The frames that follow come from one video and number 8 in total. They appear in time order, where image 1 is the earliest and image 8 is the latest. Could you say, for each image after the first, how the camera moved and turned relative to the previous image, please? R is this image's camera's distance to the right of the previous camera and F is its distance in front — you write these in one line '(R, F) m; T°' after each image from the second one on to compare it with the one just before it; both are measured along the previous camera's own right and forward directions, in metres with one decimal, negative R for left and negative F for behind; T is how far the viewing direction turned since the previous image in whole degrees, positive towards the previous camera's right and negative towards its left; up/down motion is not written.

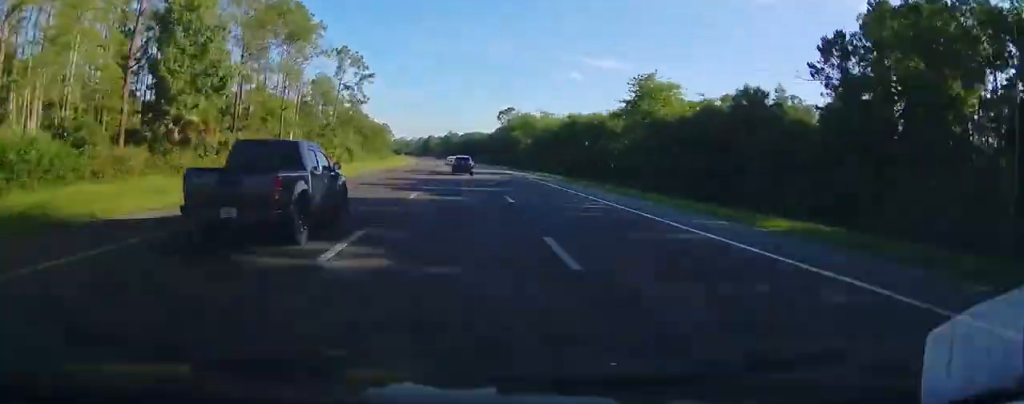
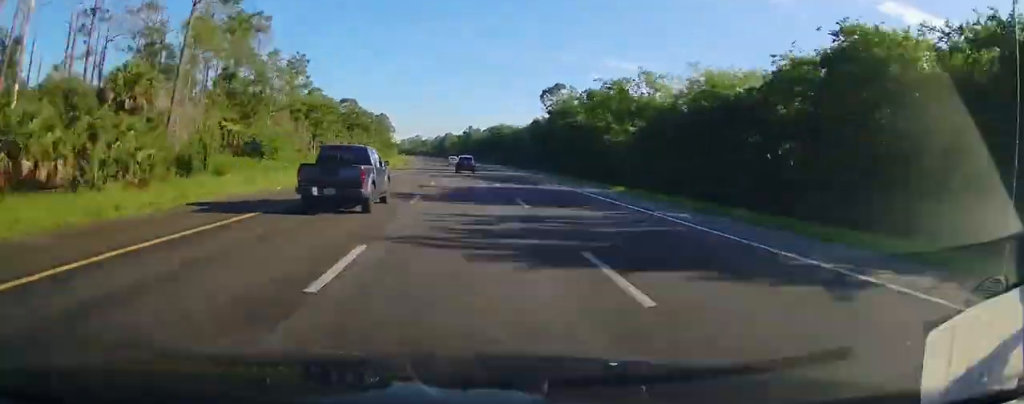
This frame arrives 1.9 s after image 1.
(-0.2, +63.2) m; -2°
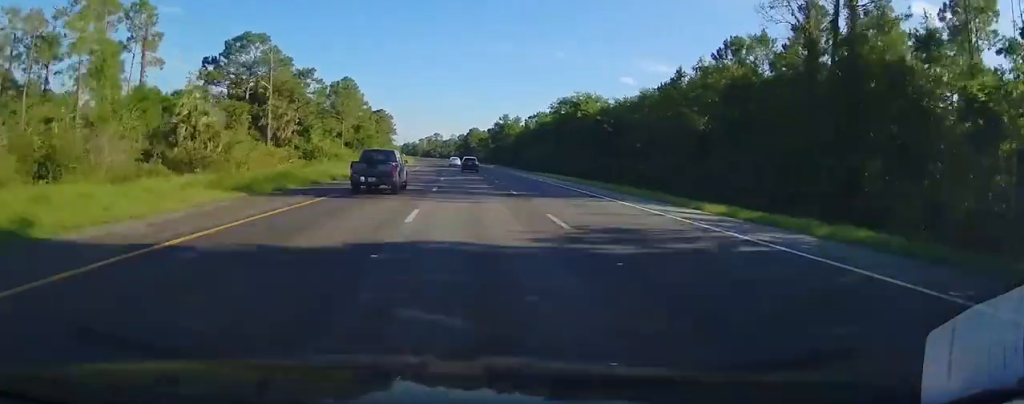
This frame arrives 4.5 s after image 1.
(-3.1, +90.7) m; -3°
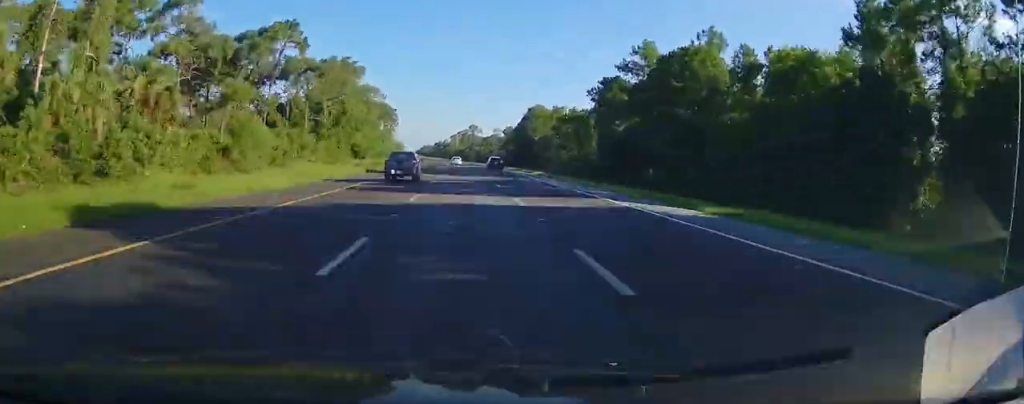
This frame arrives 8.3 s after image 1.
(-4.7, +127.5) m; -4°
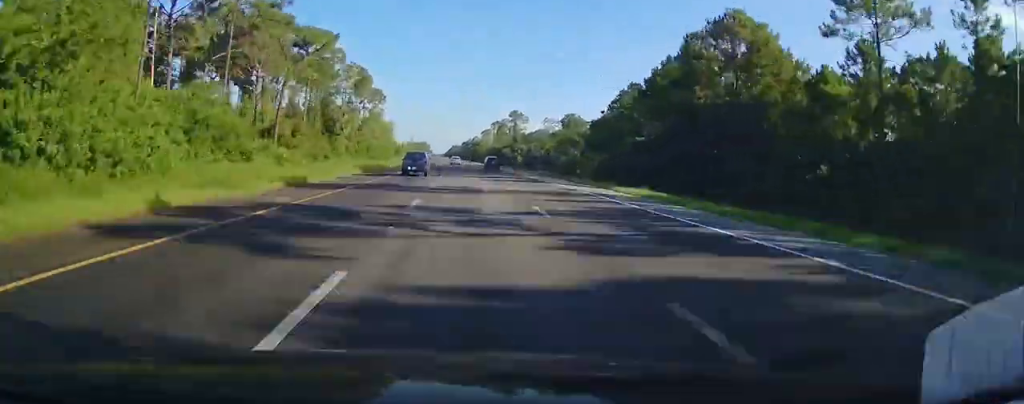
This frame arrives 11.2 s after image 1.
(-2.5, +100.5) m; -3°
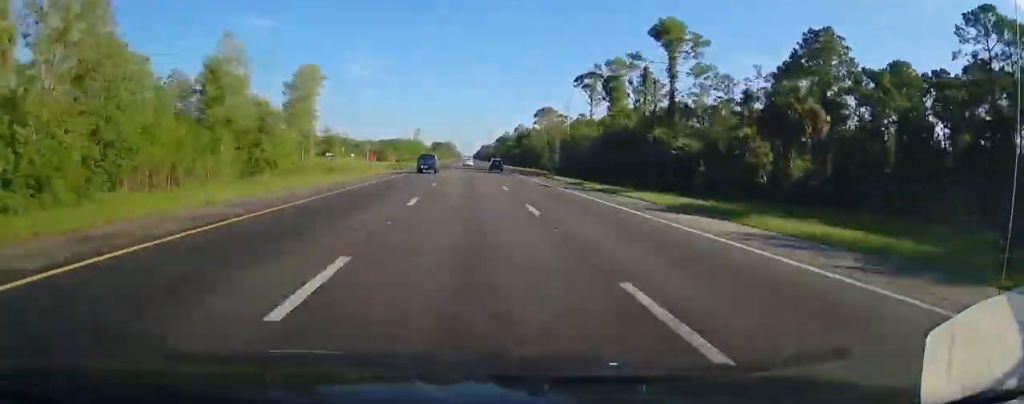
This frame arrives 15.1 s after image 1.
(-3.4, +132.9) m; -2°
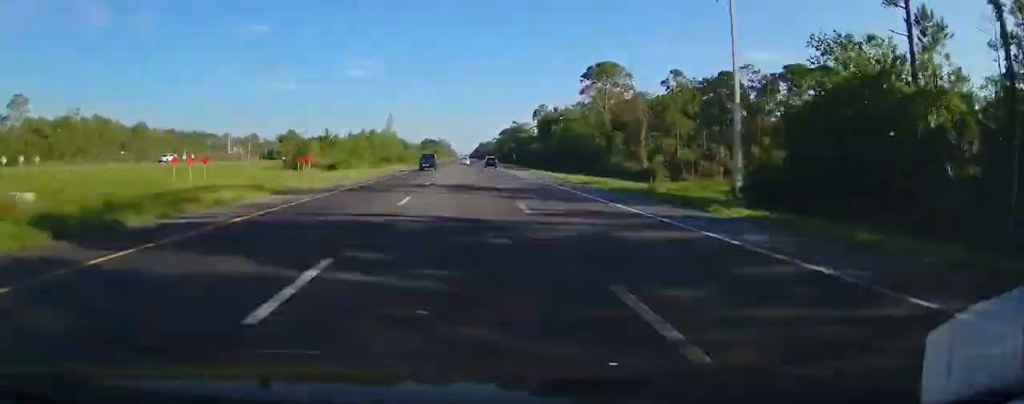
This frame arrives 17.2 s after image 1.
(-0.9, +73.3) m; 0°
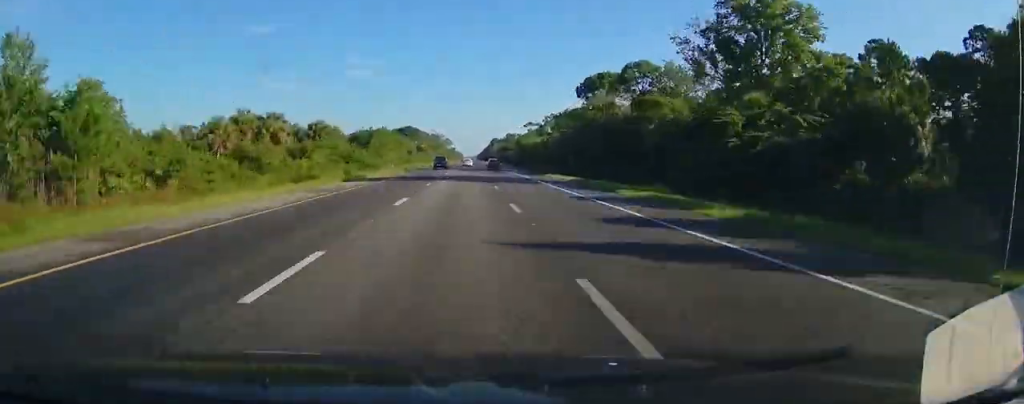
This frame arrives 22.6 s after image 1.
(+0.4, +182.8) m; 0°
